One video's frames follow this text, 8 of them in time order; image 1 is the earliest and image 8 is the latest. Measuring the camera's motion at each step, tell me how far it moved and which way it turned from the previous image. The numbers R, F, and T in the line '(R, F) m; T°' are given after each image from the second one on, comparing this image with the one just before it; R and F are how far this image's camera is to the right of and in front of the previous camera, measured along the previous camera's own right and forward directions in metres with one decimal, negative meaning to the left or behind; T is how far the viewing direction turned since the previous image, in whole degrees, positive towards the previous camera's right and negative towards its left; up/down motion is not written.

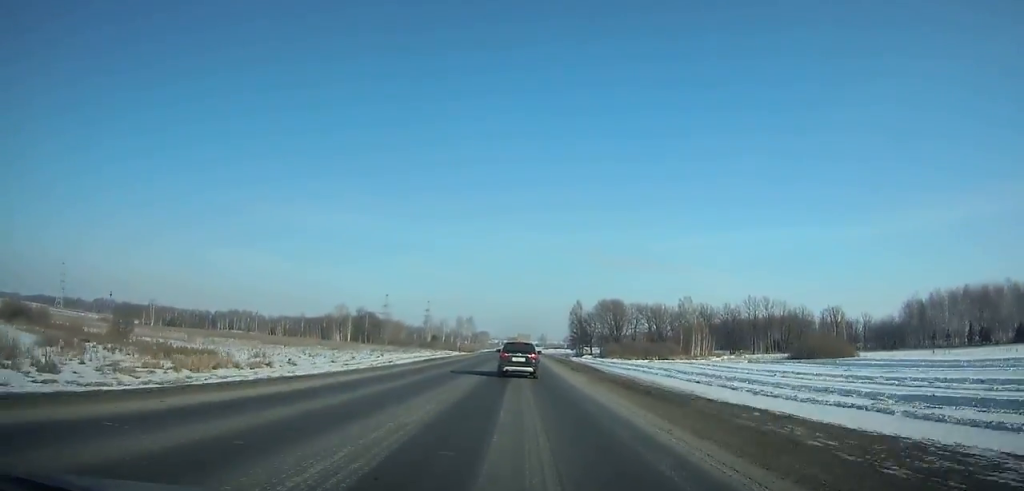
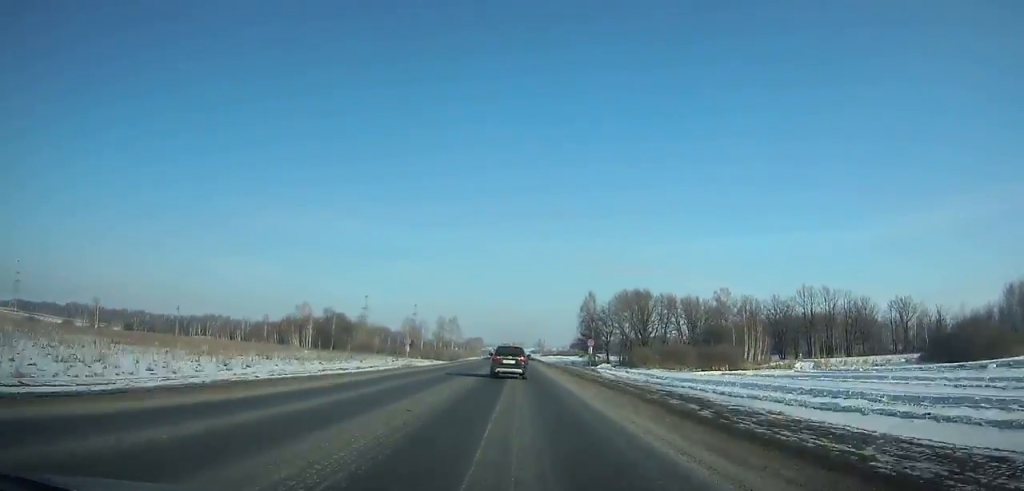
(0.0, +44.7) m; 0°
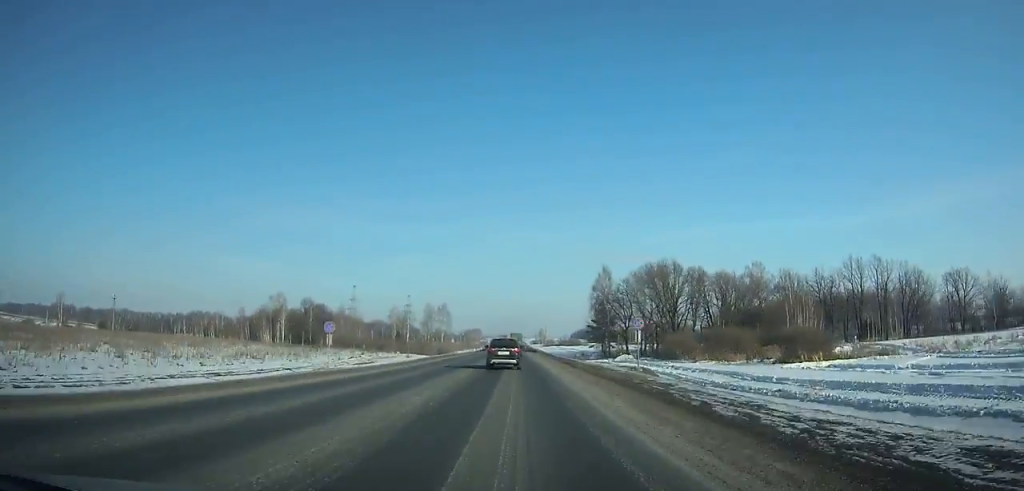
(0.0, +25.7) m; 0°
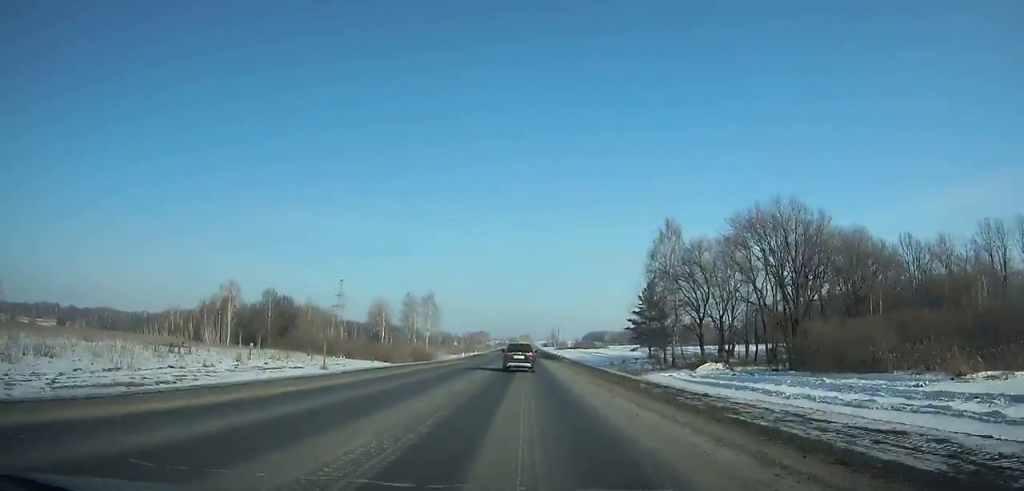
(-0.1, +44.0) m; 0°
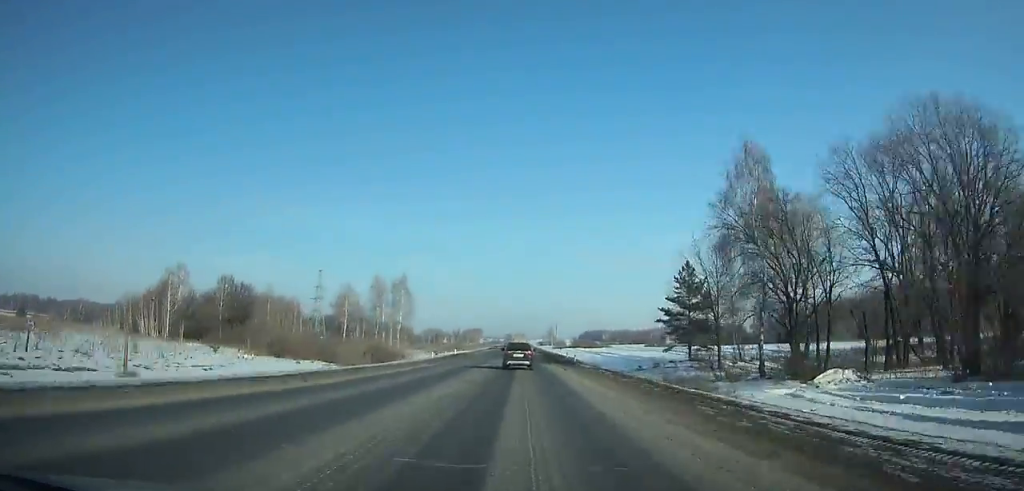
(-0.1, +26.5) m; 0°
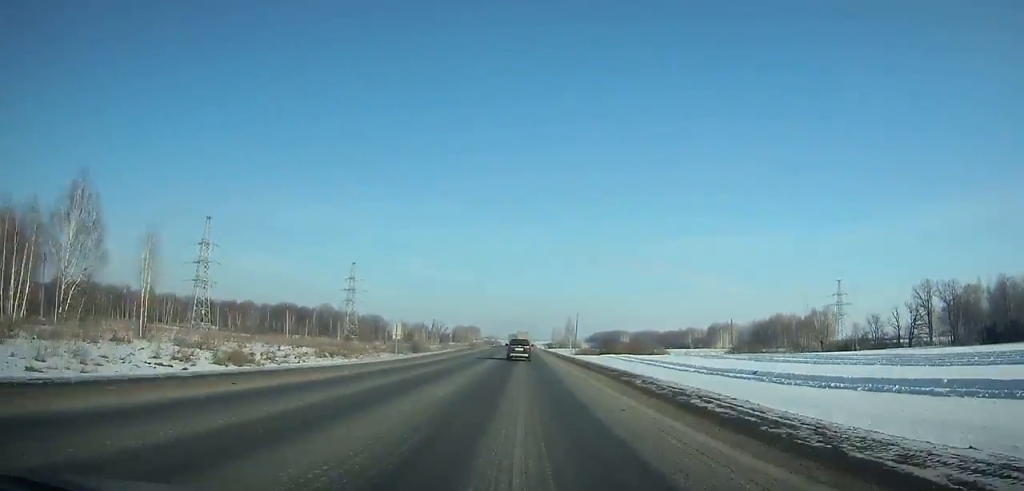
(+0.2, +113.4) m; 0°
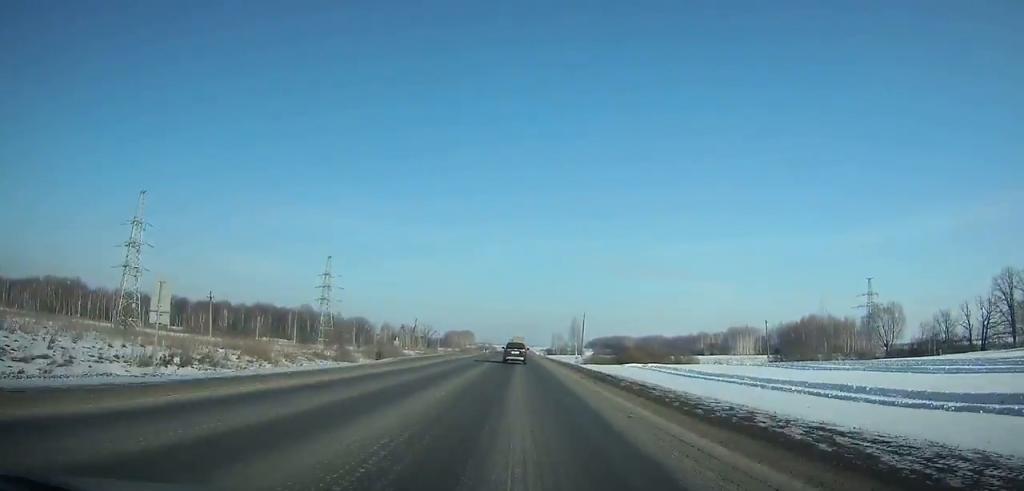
(0.0, +34.5) m; 0°
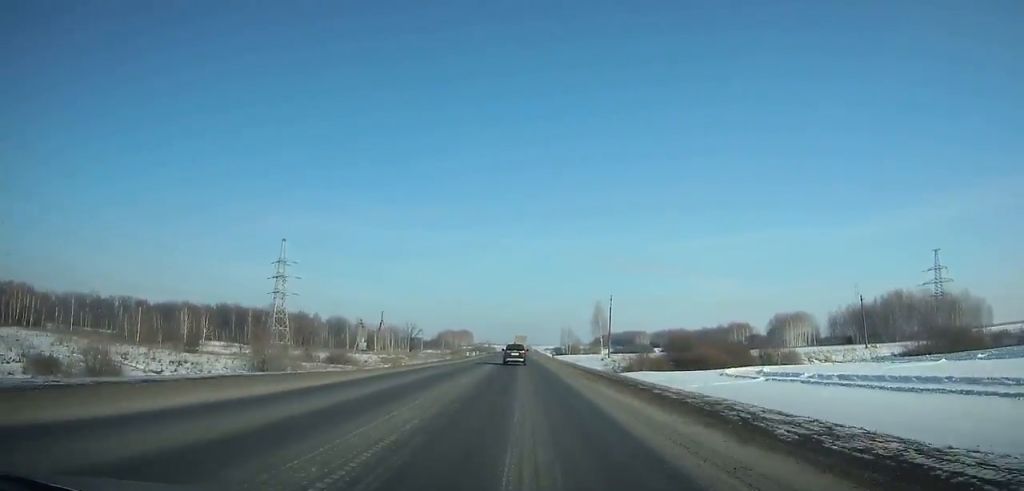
(-0.1, +53.2) m; 0°
